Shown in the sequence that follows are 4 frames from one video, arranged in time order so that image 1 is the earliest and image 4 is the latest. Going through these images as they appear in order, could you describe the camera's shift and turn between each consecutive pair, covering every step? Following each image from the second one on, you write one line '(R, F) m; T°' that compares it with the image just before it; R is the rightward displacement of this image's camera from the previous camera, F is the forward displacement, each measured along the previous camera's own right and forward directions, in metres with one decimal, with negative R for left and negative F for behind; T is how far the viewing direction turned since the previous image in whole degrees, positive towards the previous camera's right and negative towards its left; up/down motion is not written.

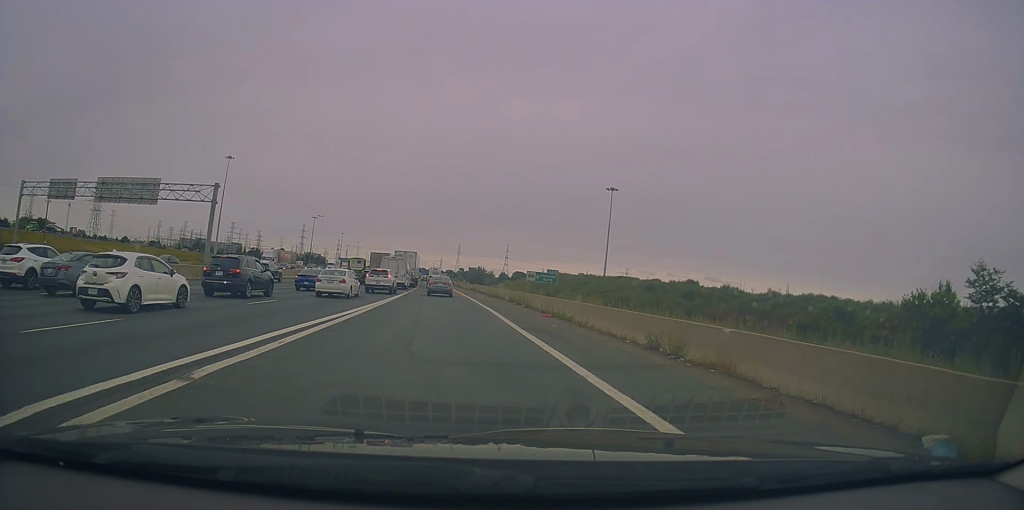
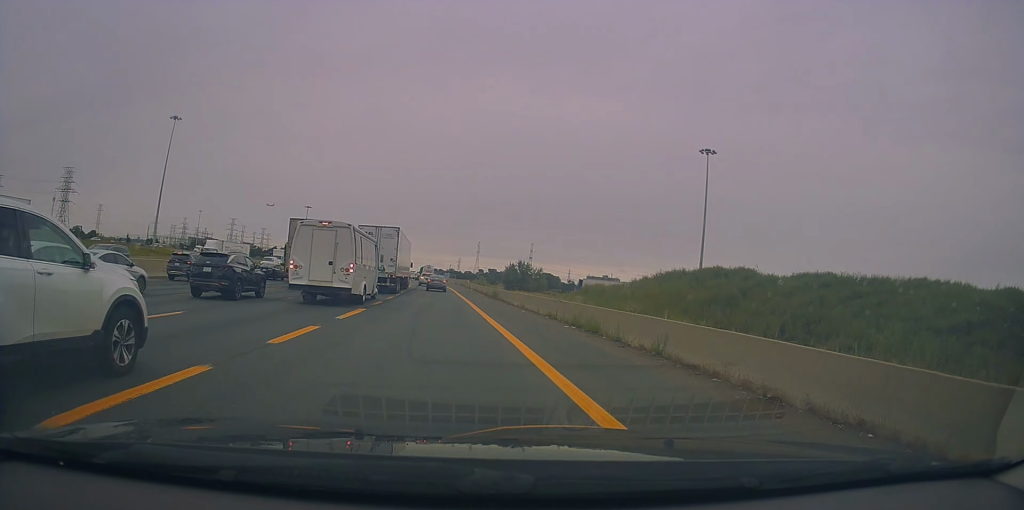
(+1.7, +54.8) m; +1°
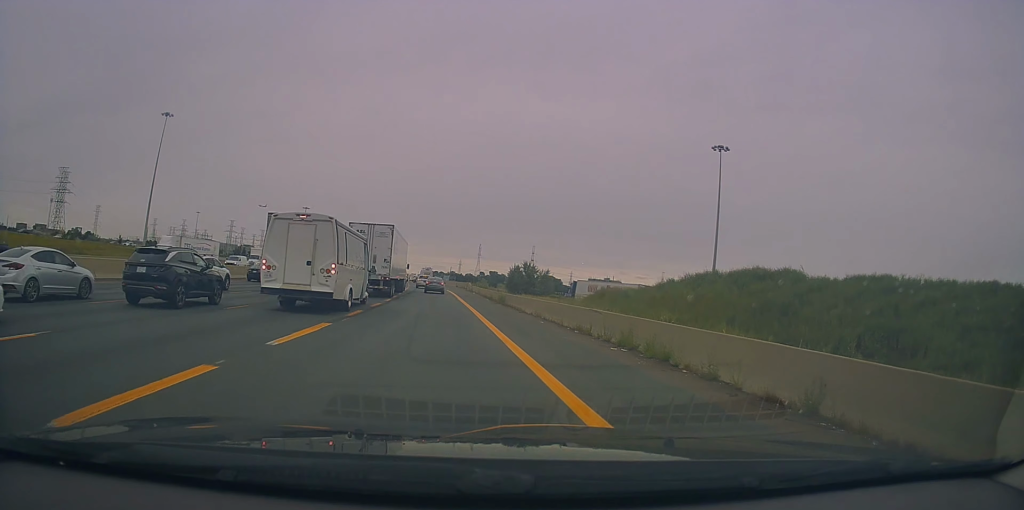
(+0.1, +5.7) m; -2°
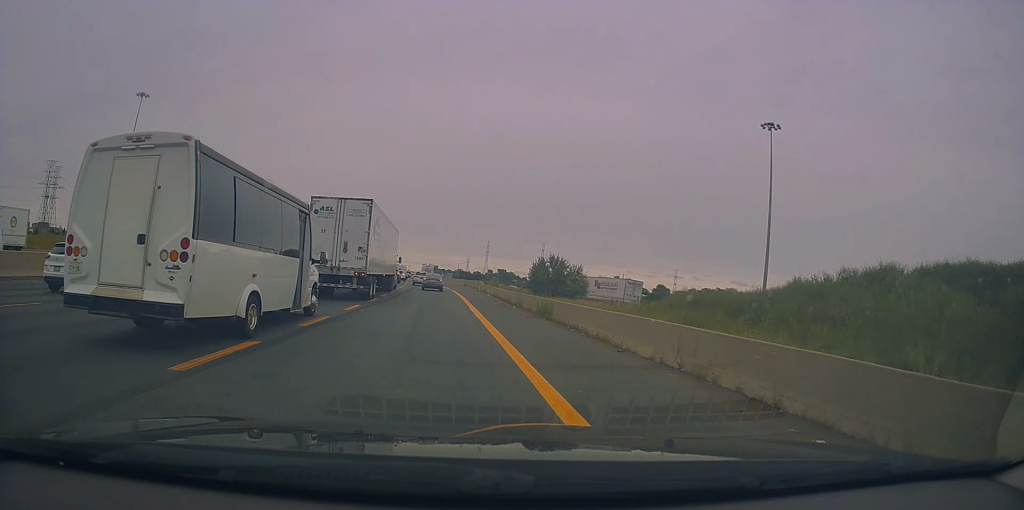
(-0.9, +17.0) m; 0°
